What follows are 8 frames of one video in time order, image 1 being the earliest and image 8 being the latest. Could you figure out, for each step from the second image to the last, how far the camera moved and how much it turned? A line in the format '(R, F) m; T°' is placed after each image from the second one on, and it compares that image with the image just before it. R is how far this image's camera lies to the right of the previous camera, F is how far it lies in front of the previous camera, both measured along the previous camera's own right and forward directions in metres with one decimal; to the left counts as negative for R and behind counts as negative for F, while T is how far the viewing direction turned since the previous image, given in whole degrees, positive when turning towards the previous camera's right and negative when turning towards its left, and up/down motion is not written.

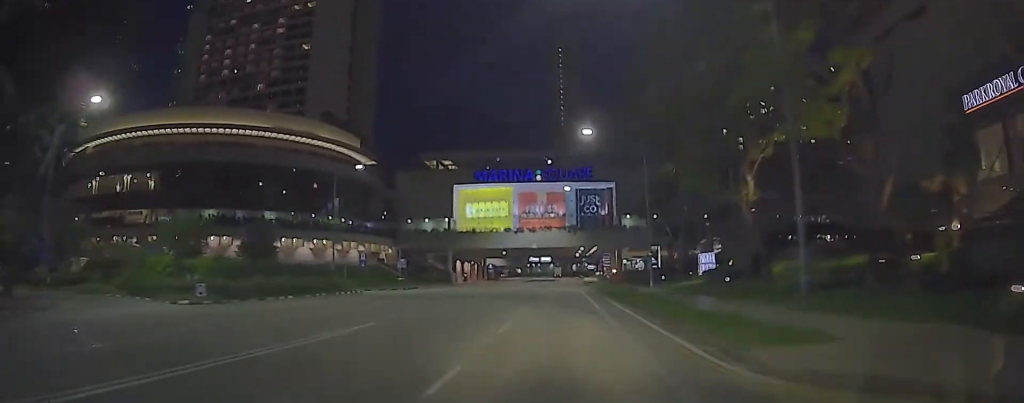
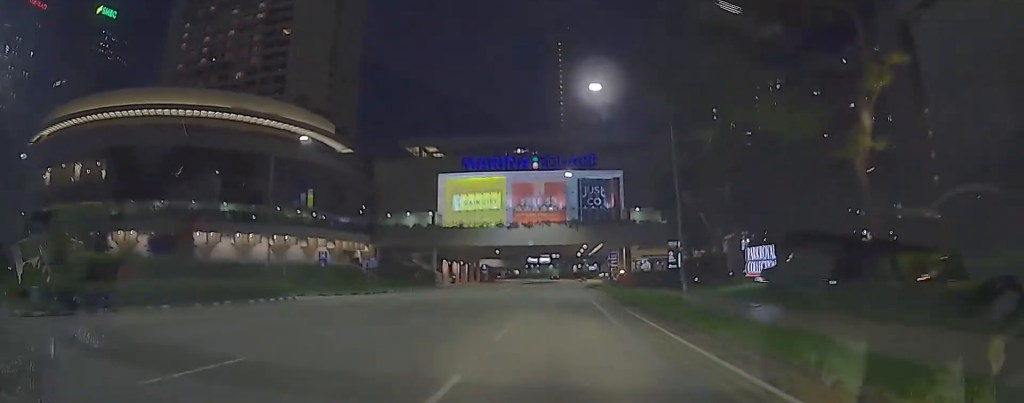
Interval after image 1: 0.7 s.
(-0.3, +11.9) m; -2°
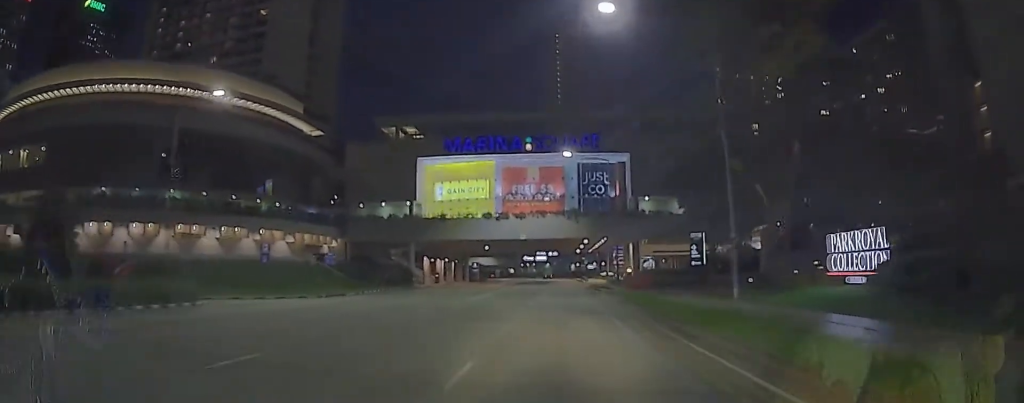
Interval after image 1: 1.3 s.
(-0.4, +11.9) m; 0°
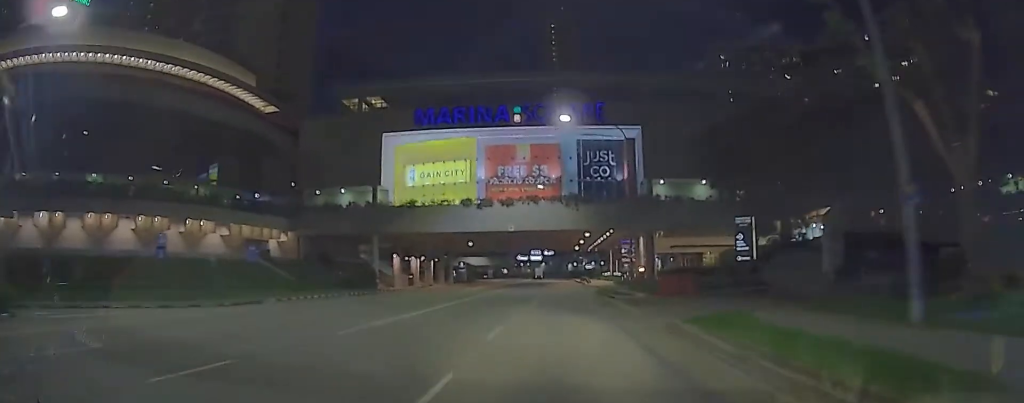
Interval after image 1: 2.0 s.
(+0.2, +13.1) m; +1°
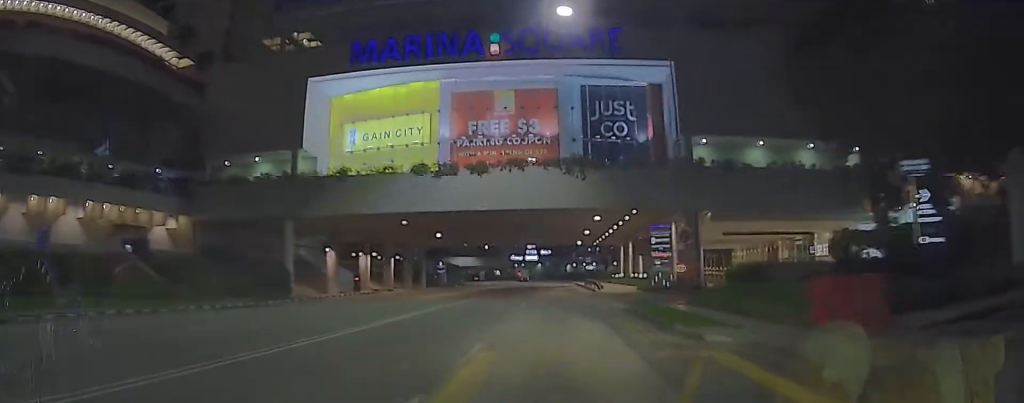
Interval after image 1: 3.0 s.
(+0.4, +18.8) m; +1°
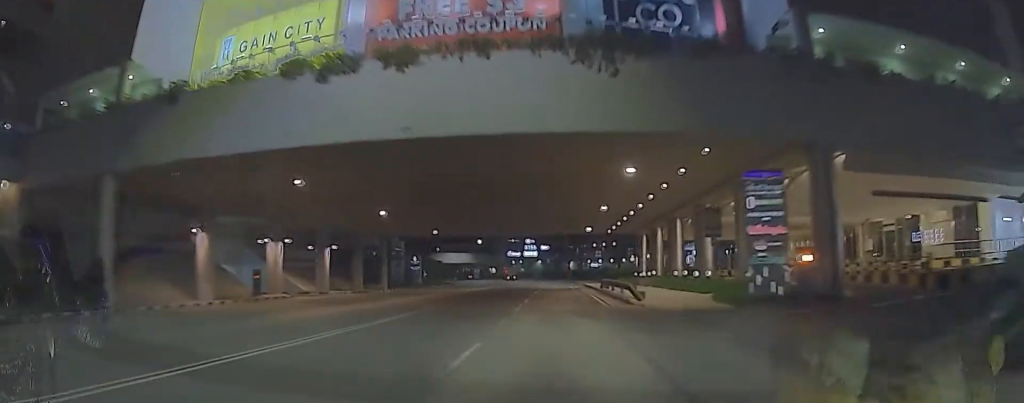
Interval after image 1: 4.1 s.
(0.0, +20.4) m; 0°
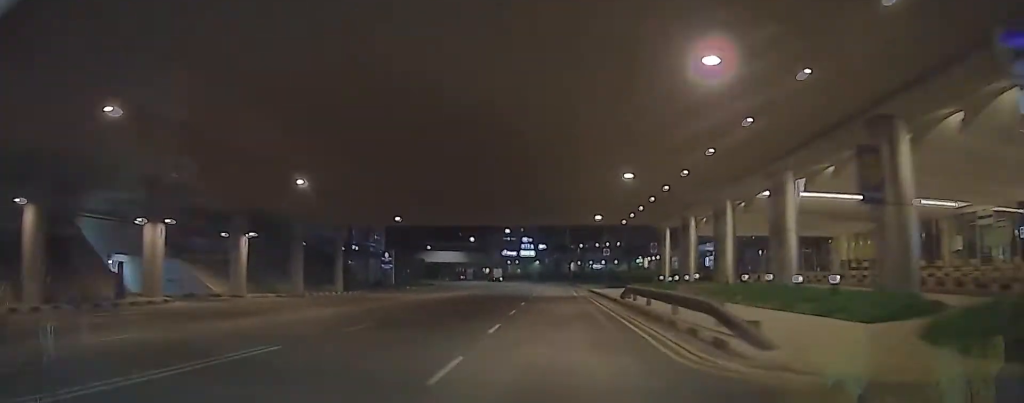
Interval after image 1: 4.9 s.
(0.0, +13.3) m; 0°
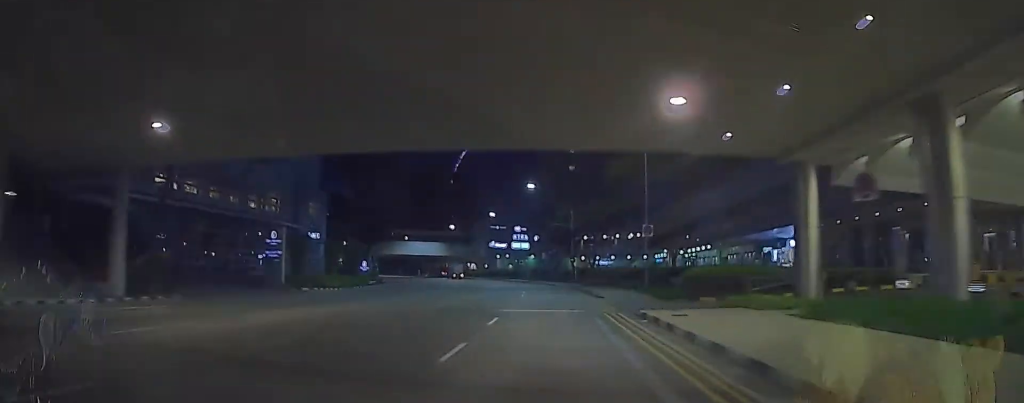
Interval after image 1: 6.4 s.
(0.0, +28.8) m; 0°
